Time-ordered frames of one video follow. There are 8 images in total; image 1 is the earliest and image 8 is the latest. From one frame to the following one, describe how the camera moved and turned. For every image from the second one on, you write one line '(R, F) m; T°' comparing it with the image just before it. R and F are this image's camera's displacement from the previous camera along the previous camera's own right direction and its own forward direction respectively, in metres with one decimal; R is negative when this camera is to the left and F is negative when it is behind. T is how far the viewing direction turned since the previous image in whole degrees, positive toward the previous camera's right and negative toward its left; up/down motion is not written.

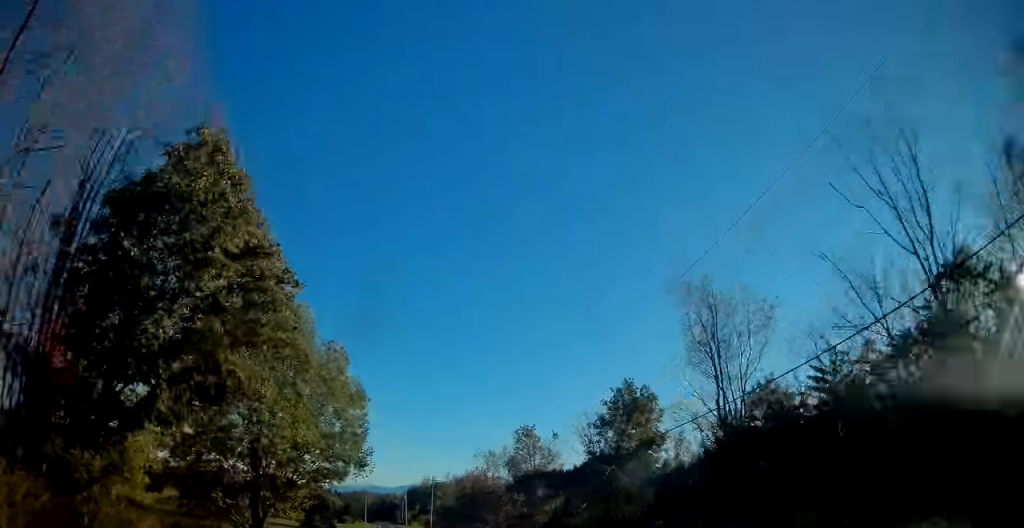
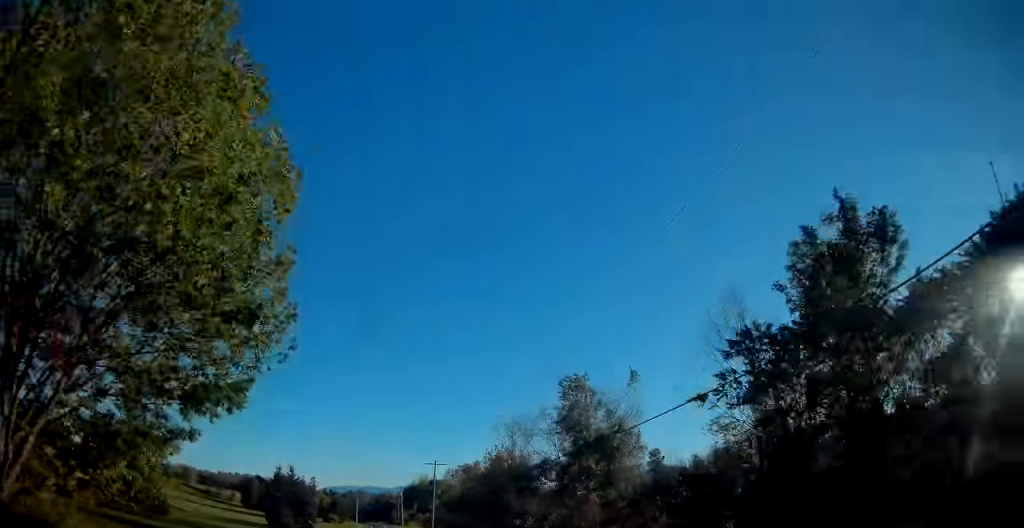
(+0.2, +21.2) m; 0°
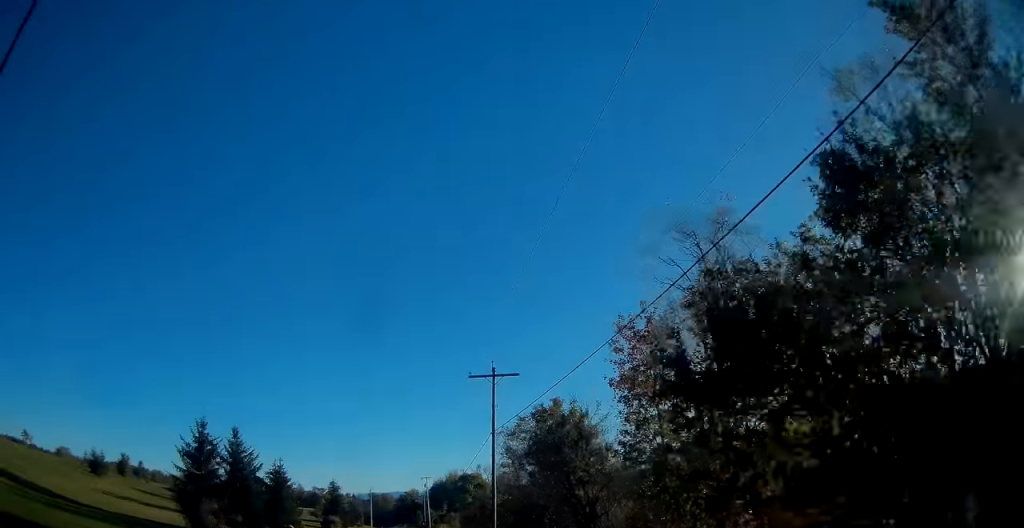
(-0.5, +35.9) m; -3°
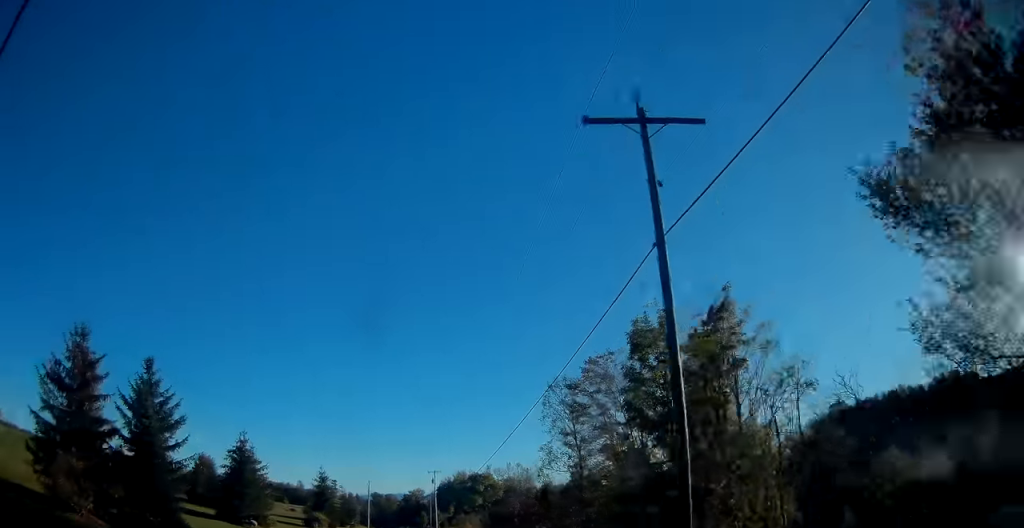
(-0.4, +18.9) m; -2°
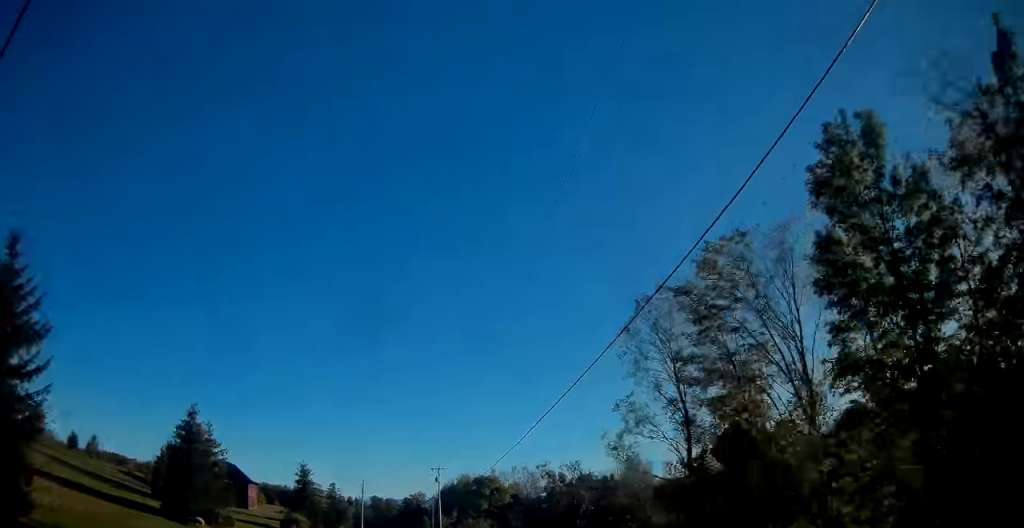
(-0.2, +14.5) m; -1°
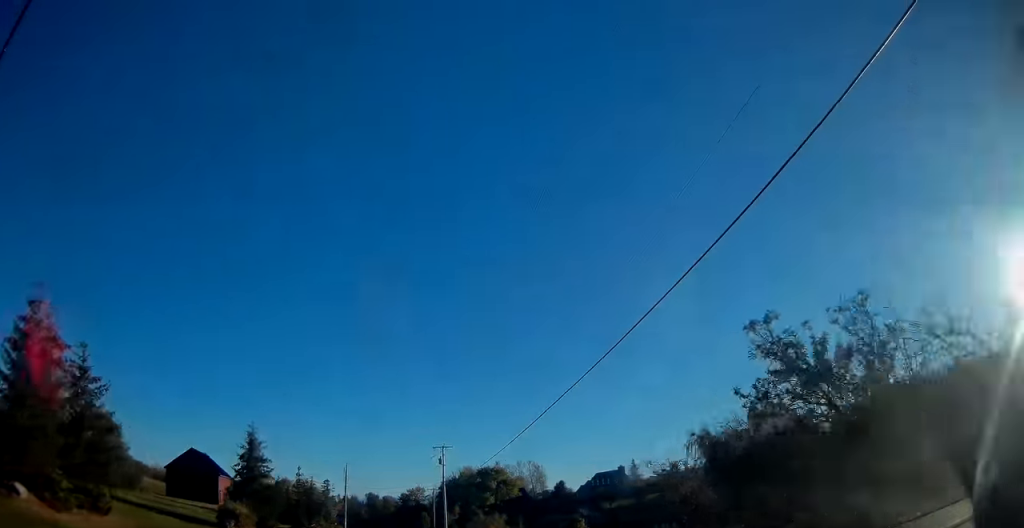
(0.0, +21.6) m; +1°
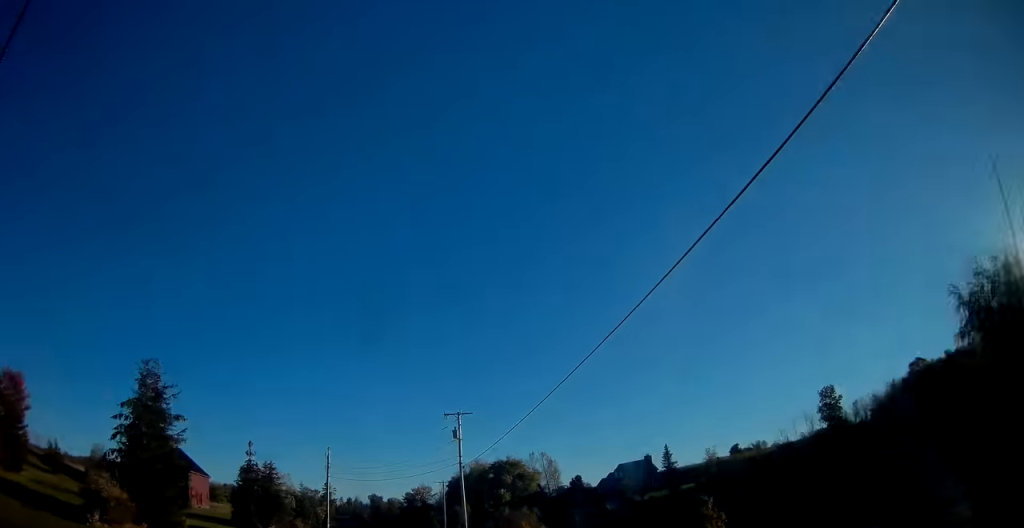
(+0.3, +20.0) m; 0°
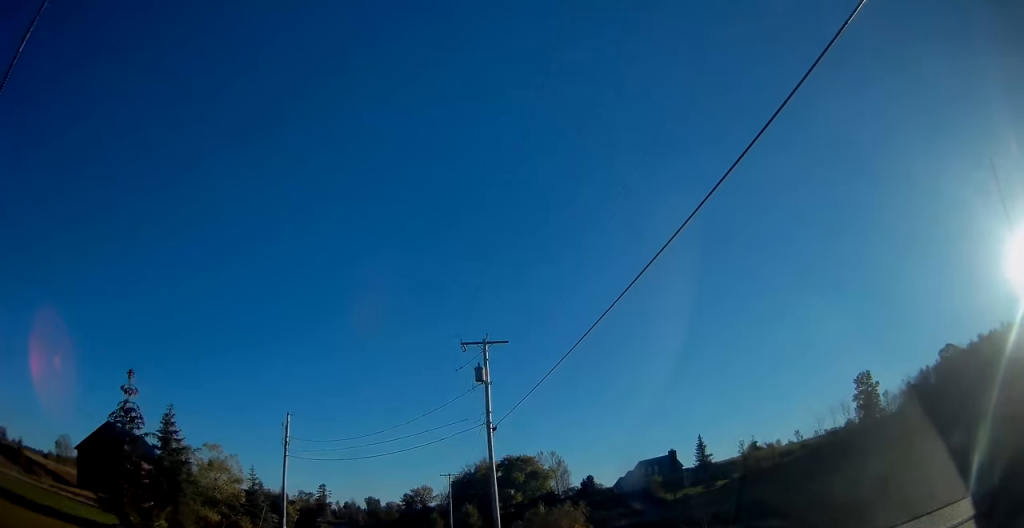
(-0.3, +19.3) m; -1°
